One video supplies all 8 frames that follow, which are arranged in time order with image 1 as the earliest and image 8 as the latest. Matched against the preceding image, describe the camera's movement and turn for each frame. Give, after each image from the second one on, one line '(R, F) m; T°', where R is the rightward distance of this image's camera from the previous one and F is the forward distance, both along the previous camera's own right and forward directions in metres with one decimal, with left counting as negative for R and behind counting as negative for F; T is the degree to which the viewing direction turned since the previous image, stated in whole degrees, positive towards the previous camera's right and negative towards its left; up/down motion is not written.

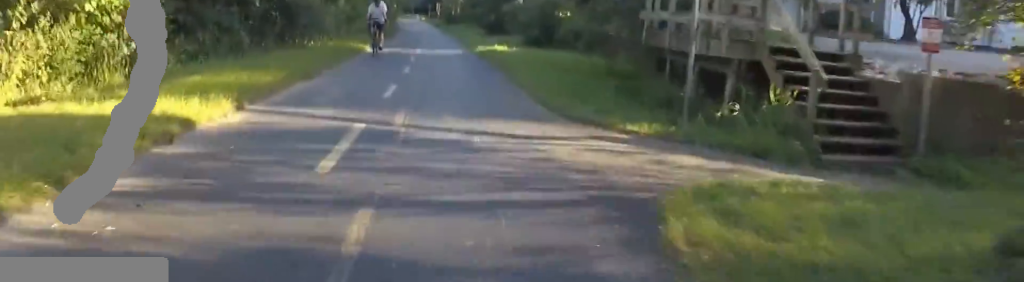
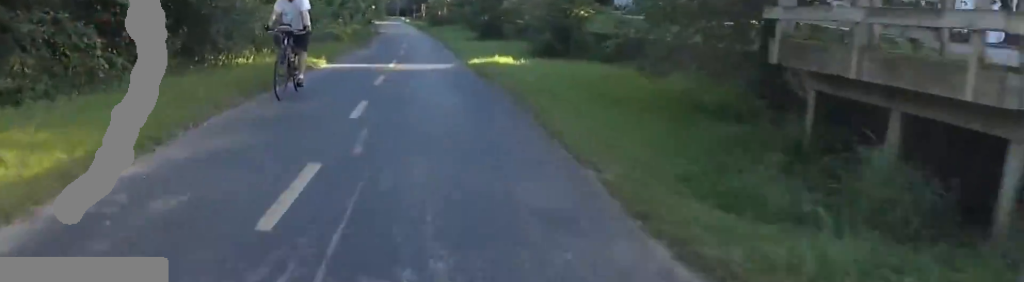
(-0.8, +5.5) m; 0°
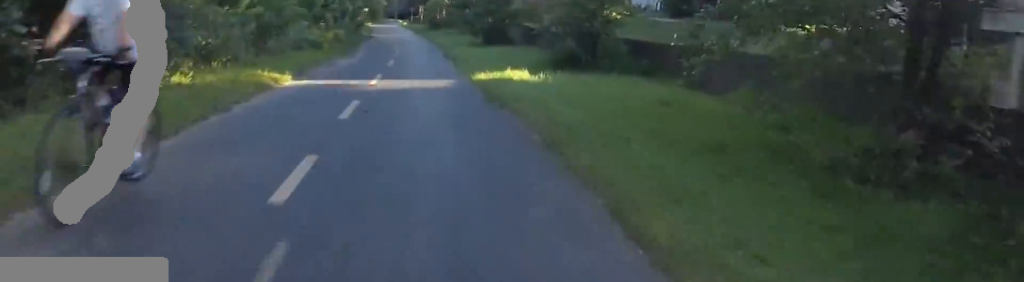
(+0.2, +3.3) m; +3°
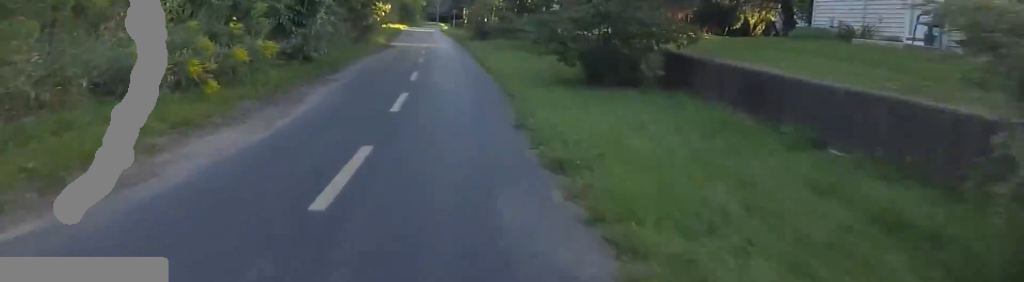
(+1.3, +12.1) m; +6°
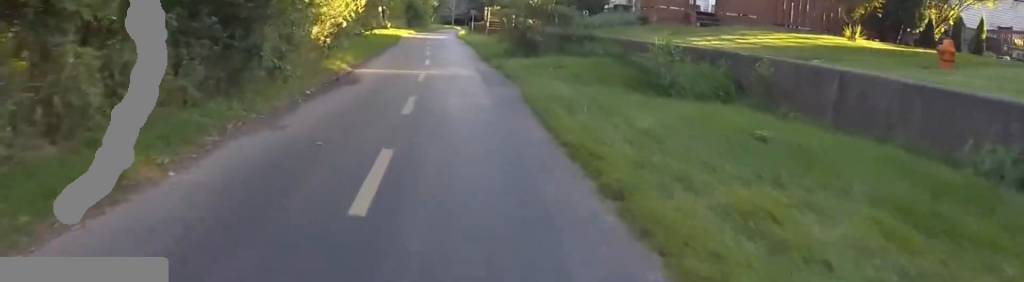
(0.0, +13.4) m; -7°
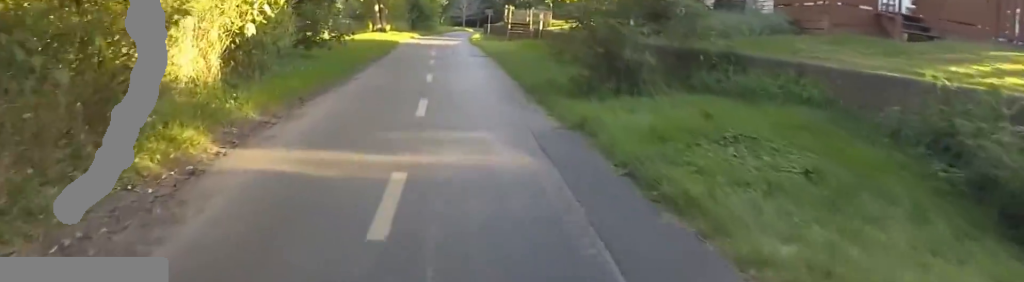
(-1.1, +8.8) m; -2°
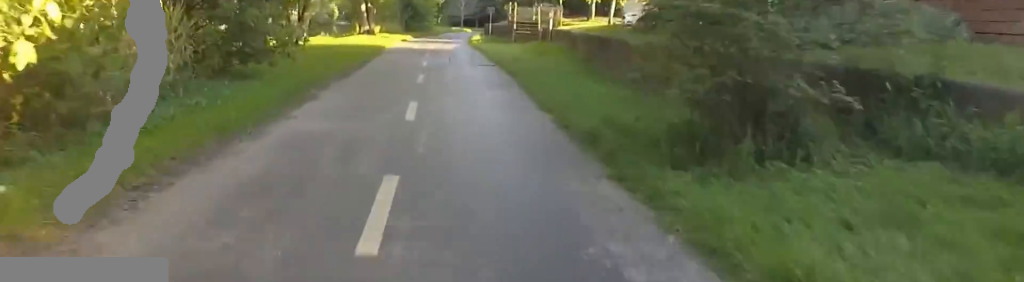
(+0.6, +4.4) m; +5°
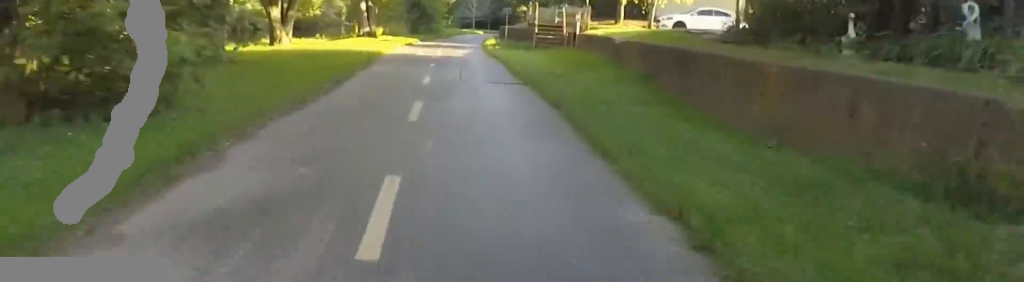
(+0.2, +4.2) m; 0°
